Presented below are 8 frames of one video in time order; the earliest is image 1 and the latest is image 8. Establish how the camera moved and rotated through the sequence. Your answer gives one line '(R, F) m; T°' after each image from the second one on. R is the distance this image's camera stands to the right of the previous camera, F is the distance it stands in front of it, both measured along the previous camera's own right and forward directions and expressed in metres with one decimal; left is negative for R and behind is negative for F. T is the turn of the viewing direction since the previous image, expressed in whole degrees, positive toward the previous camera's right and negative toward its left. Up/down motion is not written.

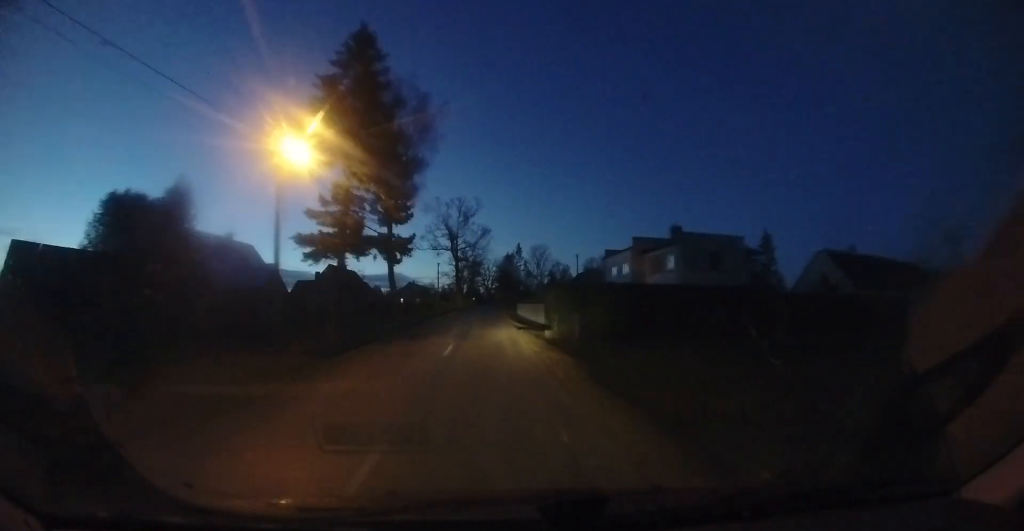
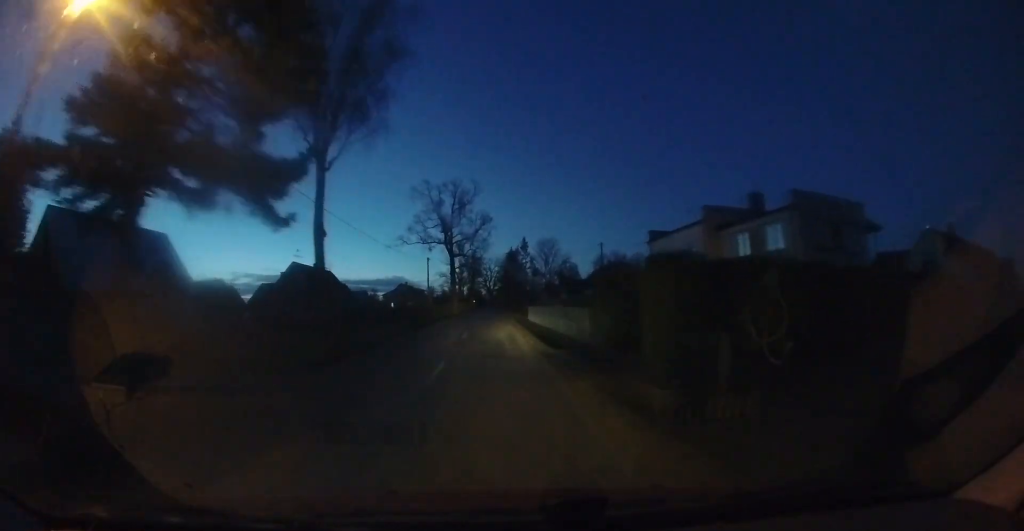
(-0.2, +10.5) m; 0°
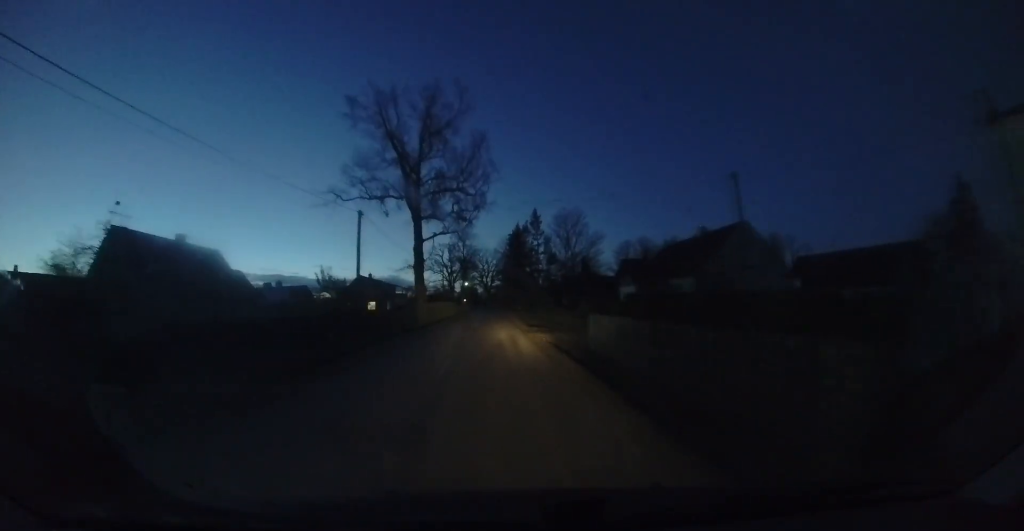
(+0.8, +23.4) m; +3°
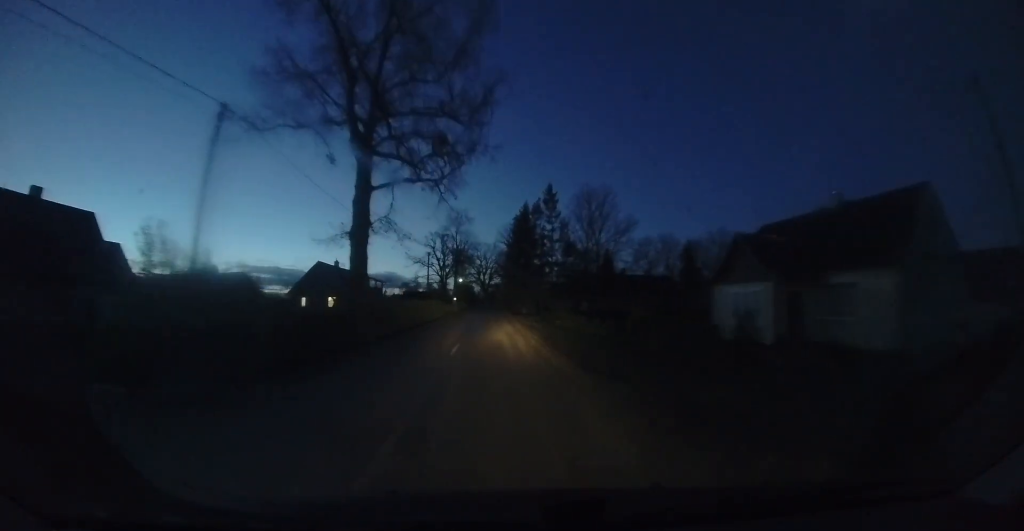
(+0.1, +13.0) m; +1°
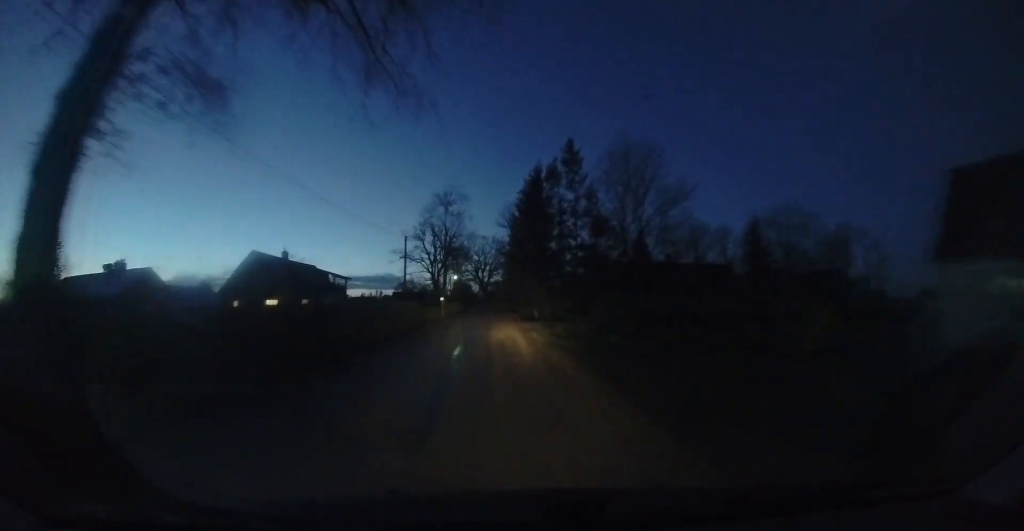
(0.0, +12.5) m; 0°
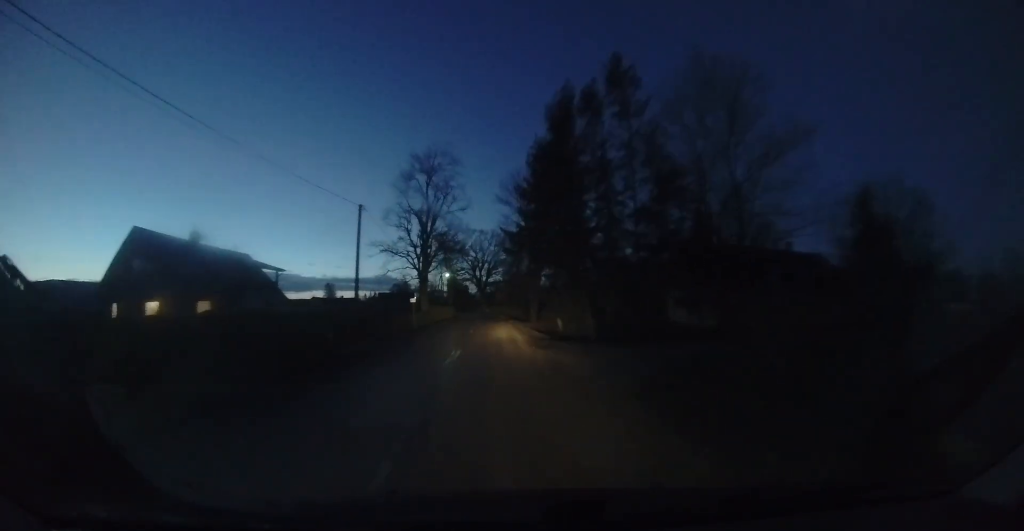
(0.0, +12.5) m; -1°
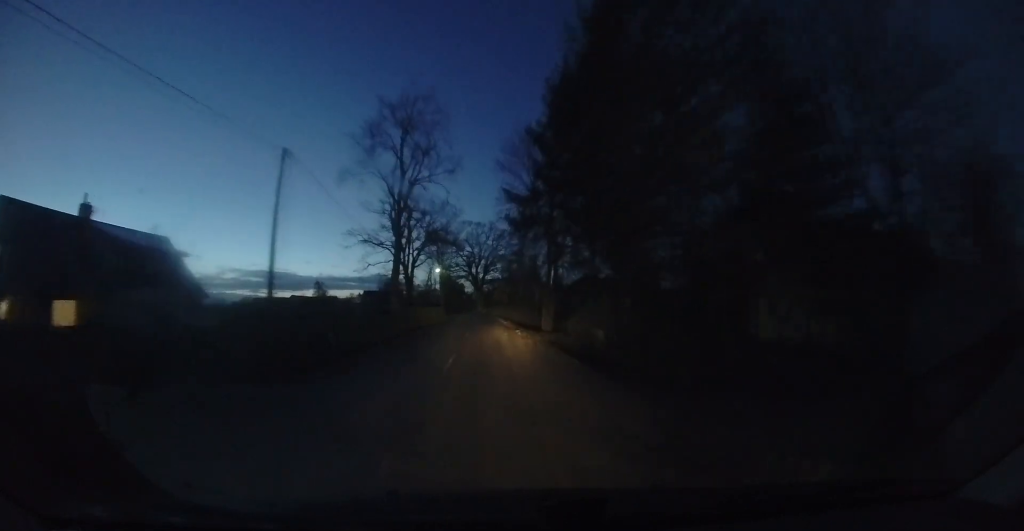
(-0.2, +9.1) m; 0°
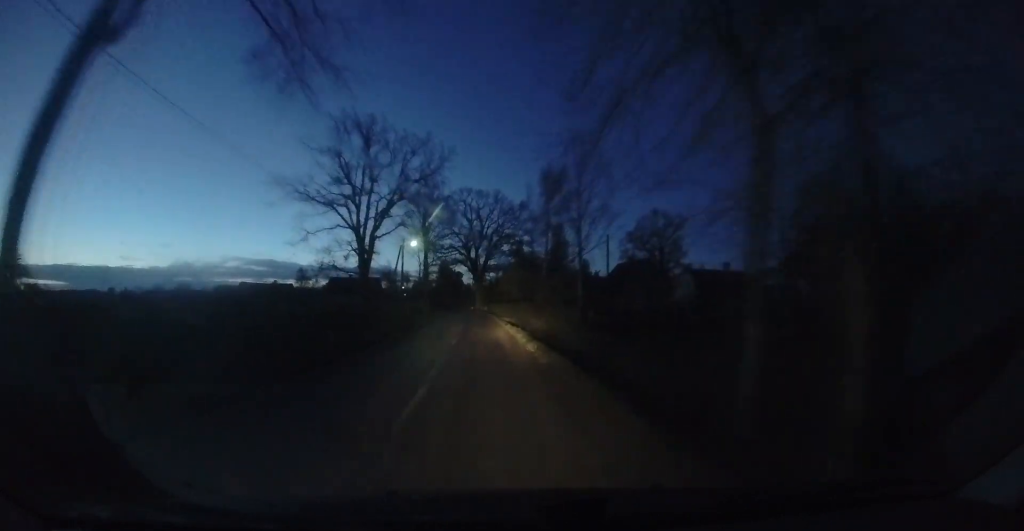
(+0.4, +19.8) m; +2°
